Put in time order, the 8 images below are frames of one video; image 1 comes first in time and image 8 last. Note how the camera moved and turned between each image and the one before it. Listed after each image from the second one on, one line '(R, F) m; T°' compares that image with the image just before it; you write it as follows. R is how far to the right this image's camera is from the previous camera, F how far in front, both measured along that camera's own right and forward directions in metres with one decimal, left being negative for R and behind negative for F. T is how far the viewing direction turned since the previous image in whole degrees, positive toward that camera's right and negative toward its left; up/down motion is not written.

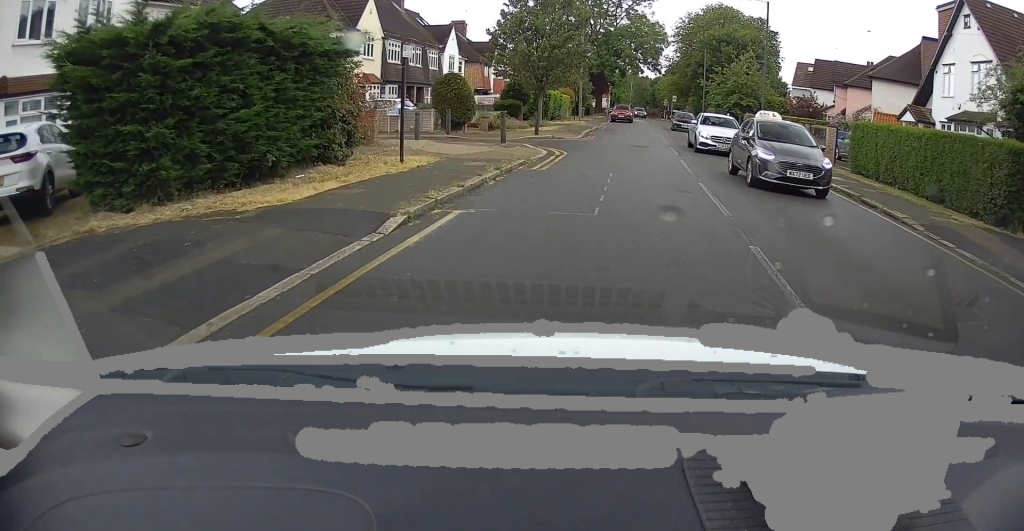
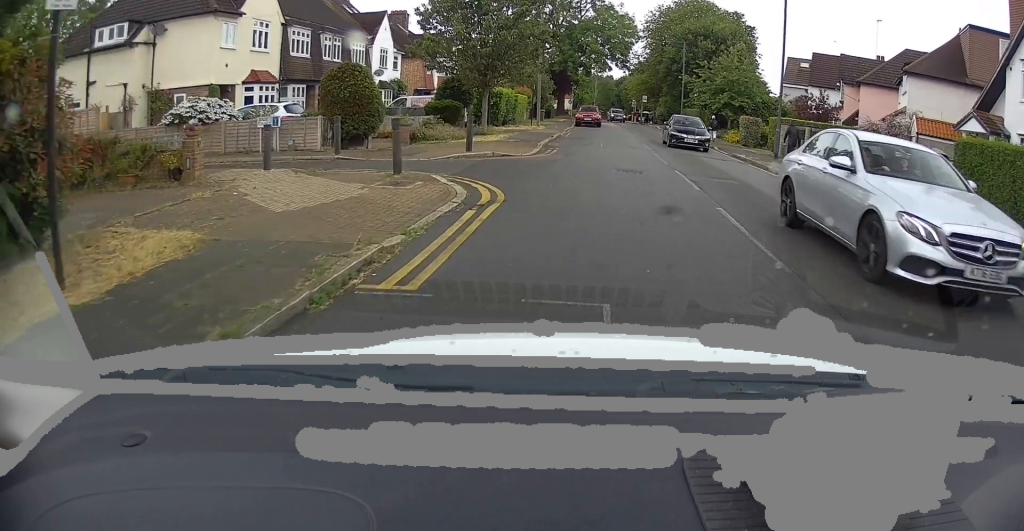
(-0.1, +8.8) m; +2°
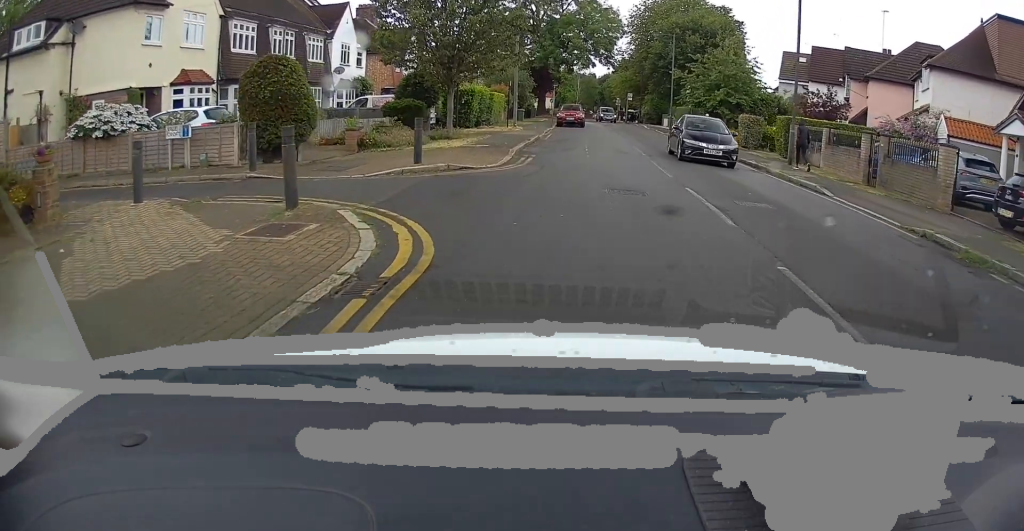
(+0.2, +4.0) m; +1°
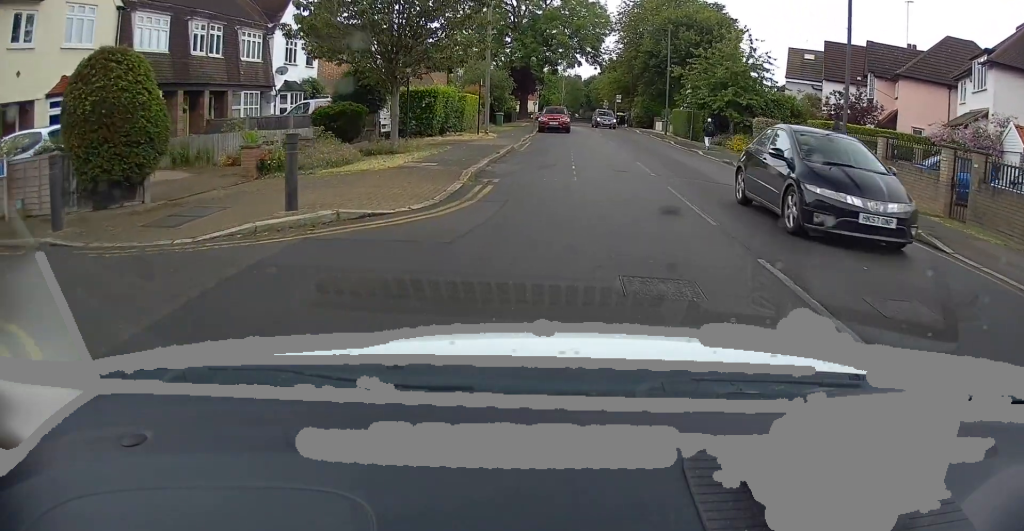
(+0.1, +5.6) m; +1°
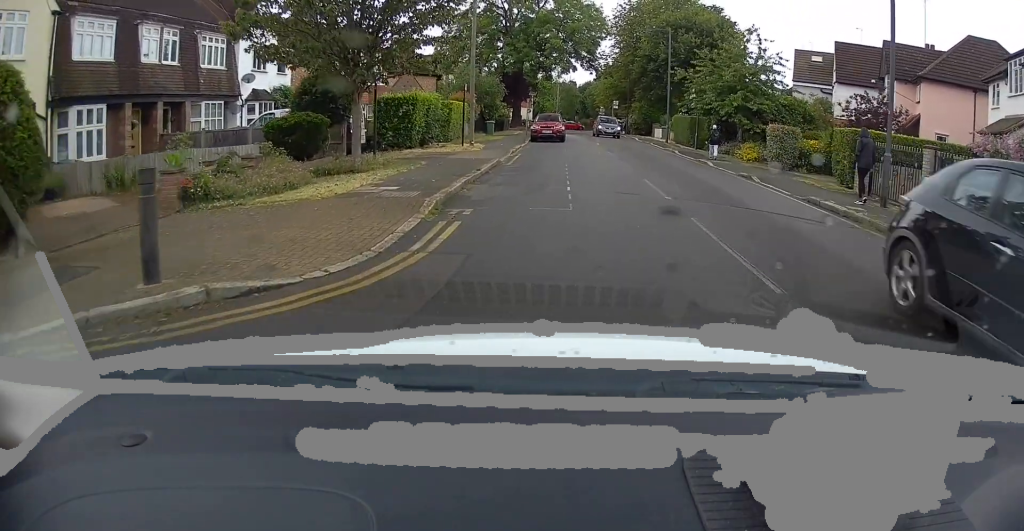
(-0.1, +3.1) m; +1°
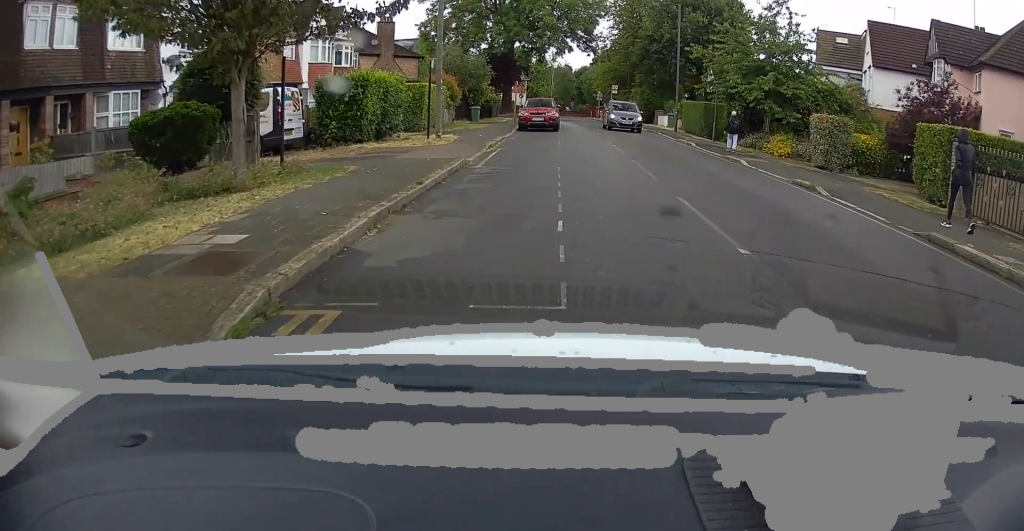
(+0.2, +5.6) m; +1°
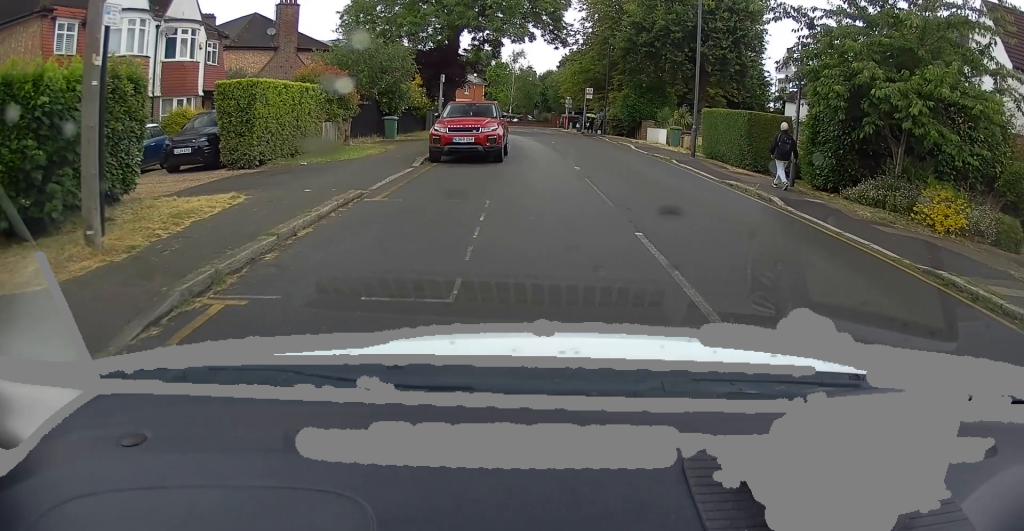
(+0.4, +14.6) m; +3°
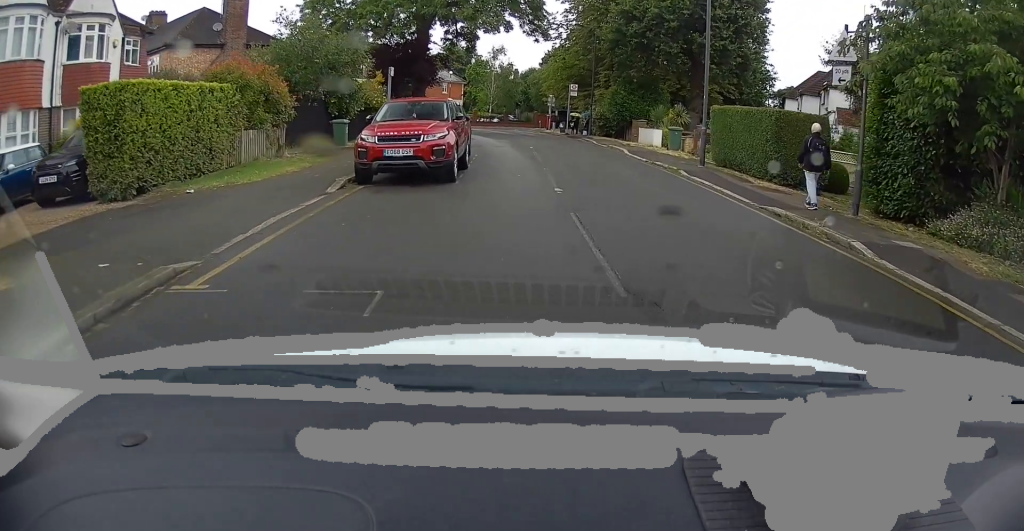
(-0.1, +4.7) m; +1°
